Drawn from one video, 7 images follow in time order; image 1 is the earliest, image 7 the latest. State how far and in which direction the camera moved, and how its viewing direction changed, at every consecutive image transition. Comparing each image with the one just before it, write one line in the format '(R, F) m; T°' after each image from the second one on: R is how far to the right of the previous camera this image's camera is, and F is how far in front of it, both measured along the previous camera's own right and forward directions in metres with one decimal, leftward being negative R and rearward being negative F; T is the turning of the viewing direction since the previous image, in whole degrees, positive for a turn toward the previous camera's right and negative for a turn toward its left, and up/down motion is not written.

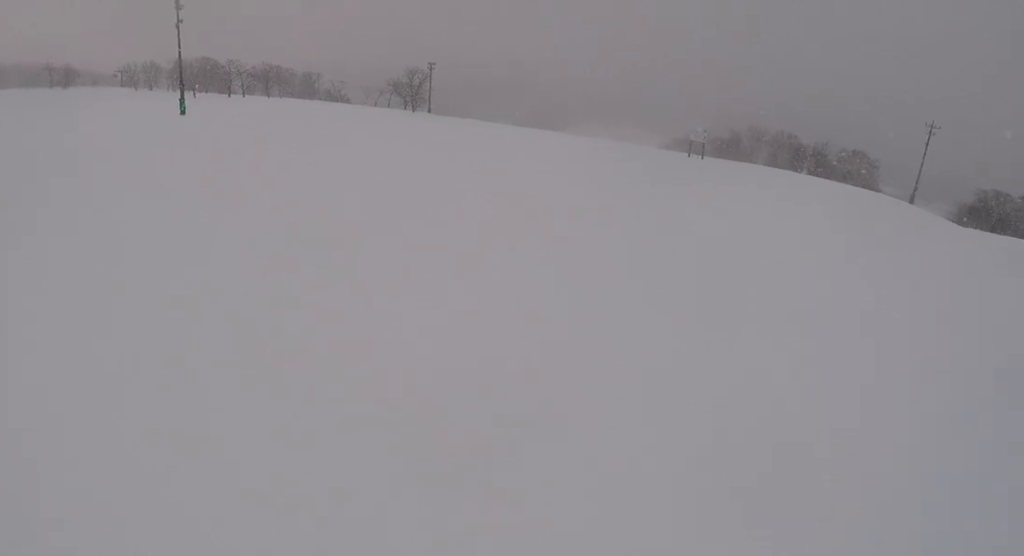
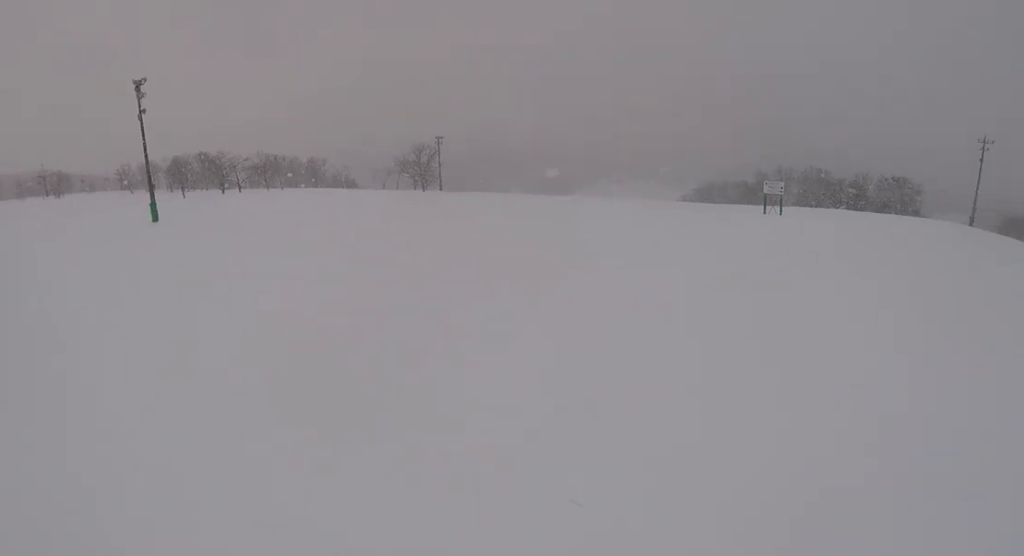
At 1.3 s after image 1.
(-0.9, +11.9) m; 0°
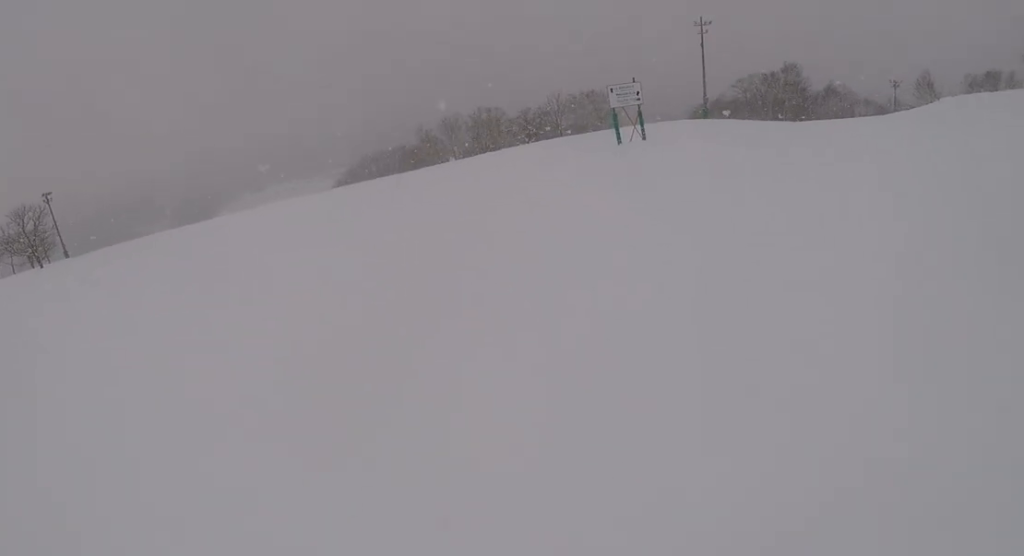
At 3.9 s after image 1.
(+4.9, +21.8) m; +23°
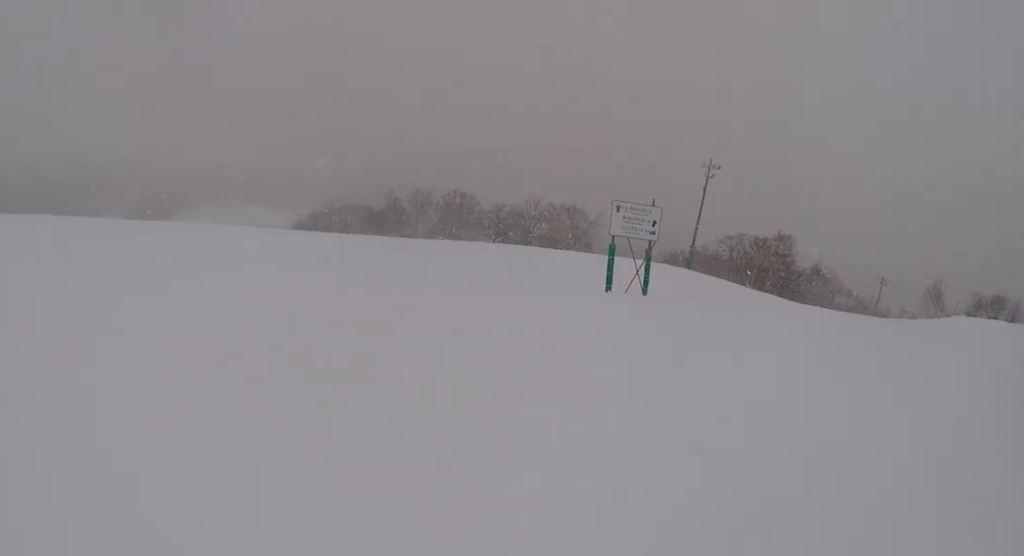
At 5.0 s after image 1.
(+0.2, +9.1) m; -6°
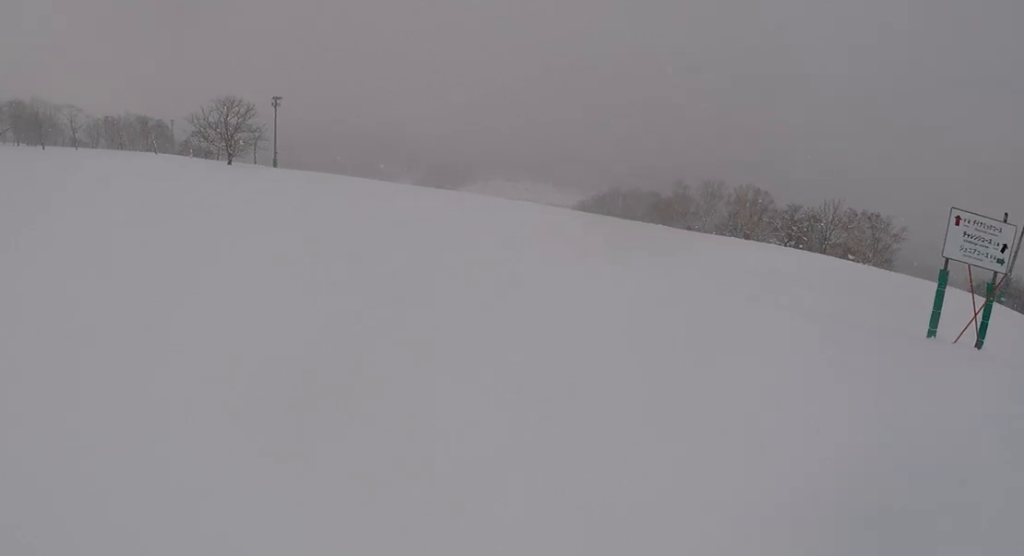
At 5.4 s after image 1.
(+0.1, +3.5) m; -6°
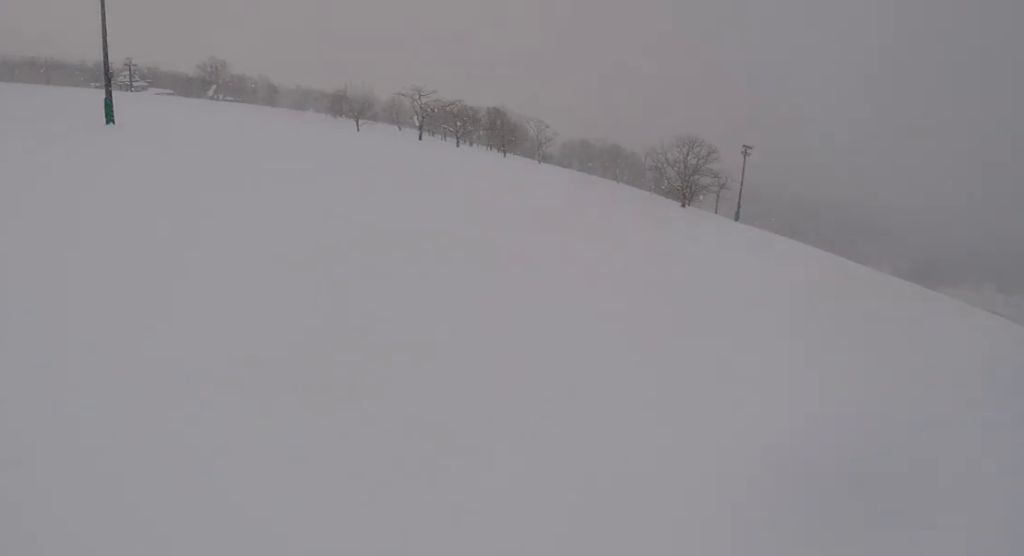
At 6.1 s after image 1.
(-0.6, +4.7) m; -13°
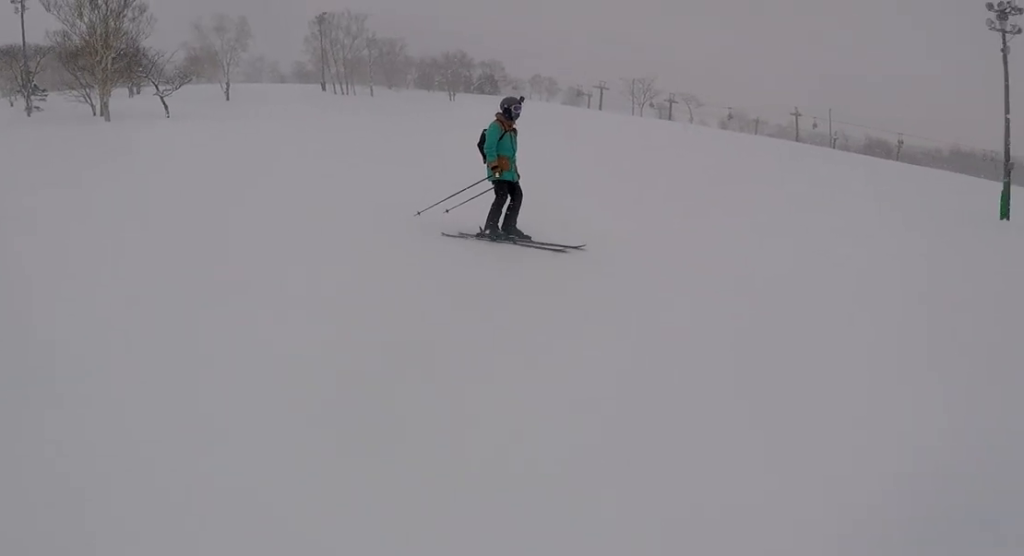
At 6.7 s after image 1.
(-0.3, +4.2) m; -12°
